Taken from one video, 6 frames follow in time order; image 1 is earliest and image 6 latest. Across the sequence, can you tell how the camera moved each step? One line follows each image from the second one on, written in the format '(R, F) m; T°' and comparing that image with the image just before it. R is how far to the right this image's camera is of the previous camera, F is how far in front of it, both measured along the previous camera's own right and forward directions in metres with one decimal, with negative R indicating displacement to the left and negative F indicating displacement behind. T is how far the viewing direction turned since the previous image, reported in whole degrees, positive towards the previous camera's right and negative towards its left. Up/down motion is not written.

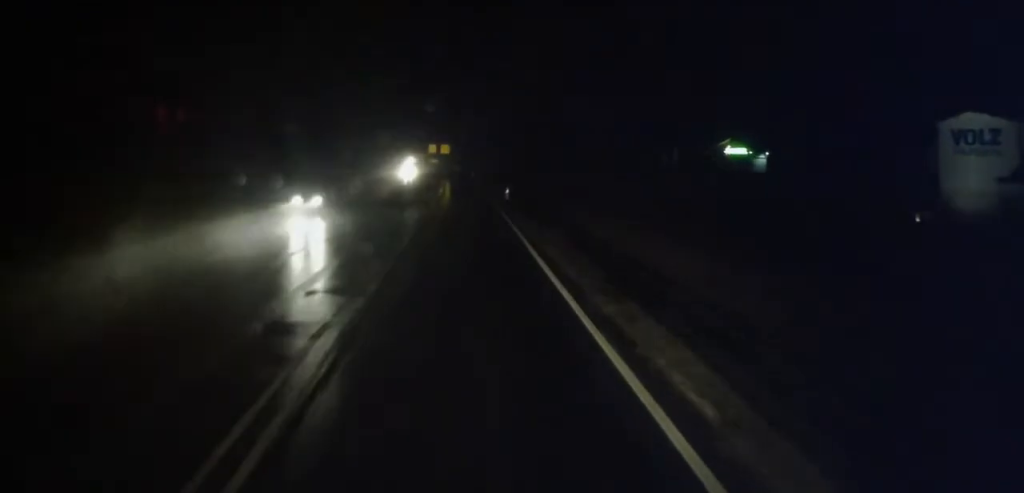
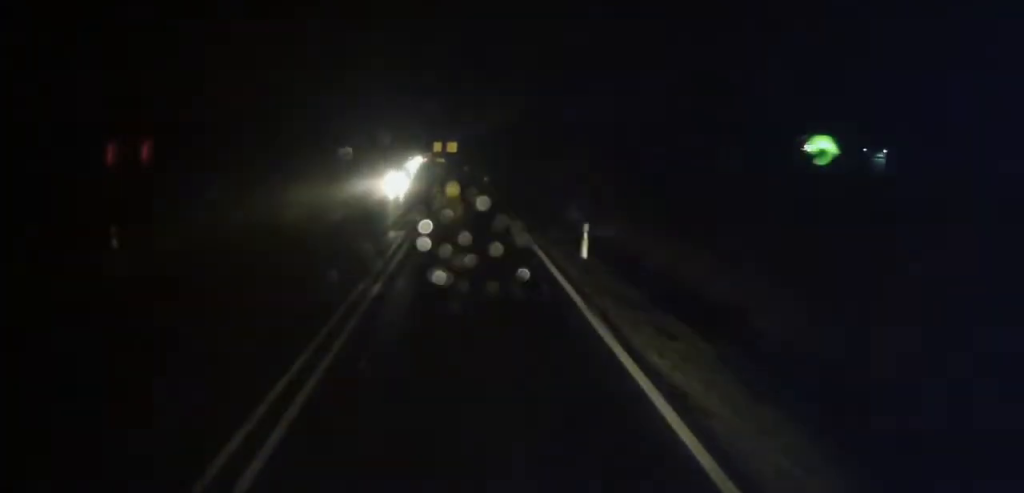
(-0.7, +26.5) m; -3°
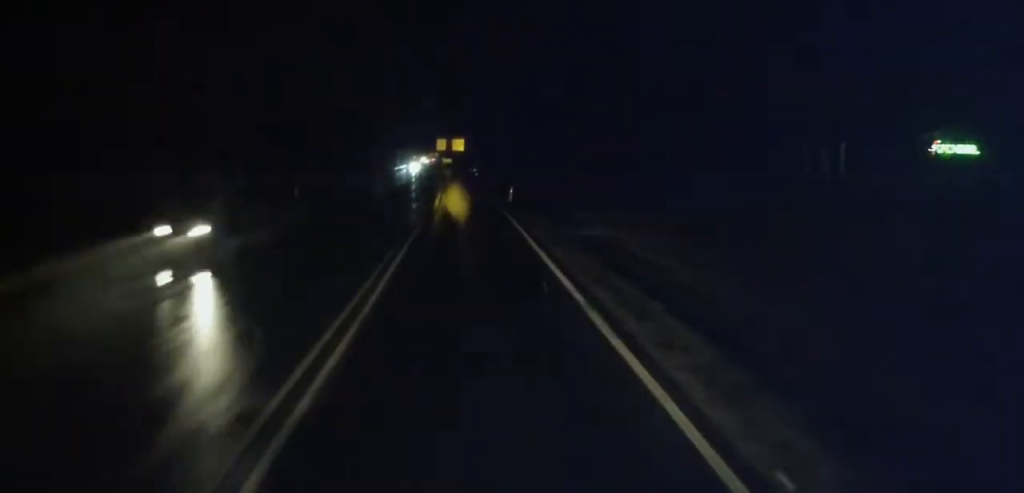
(+0.5, +28.0) m; +1°
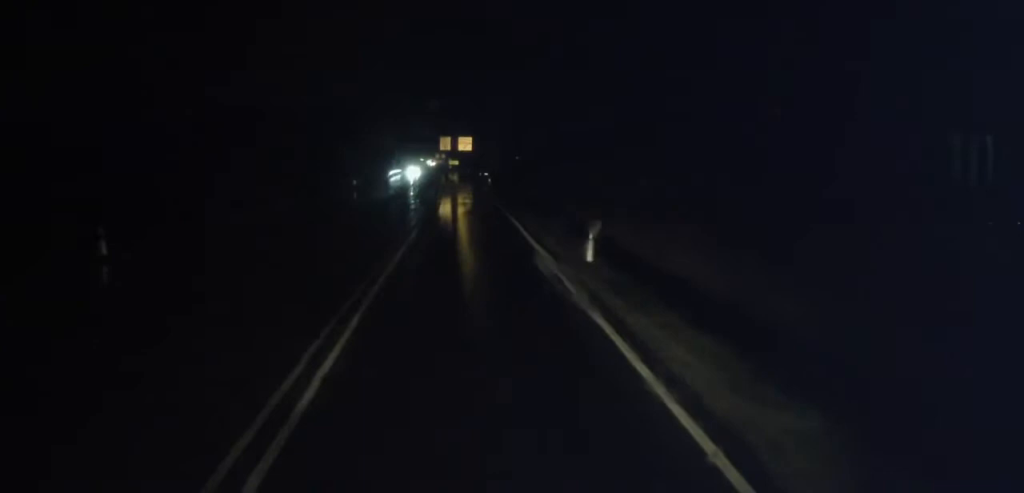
(-0.4, +24.1) m; -1°
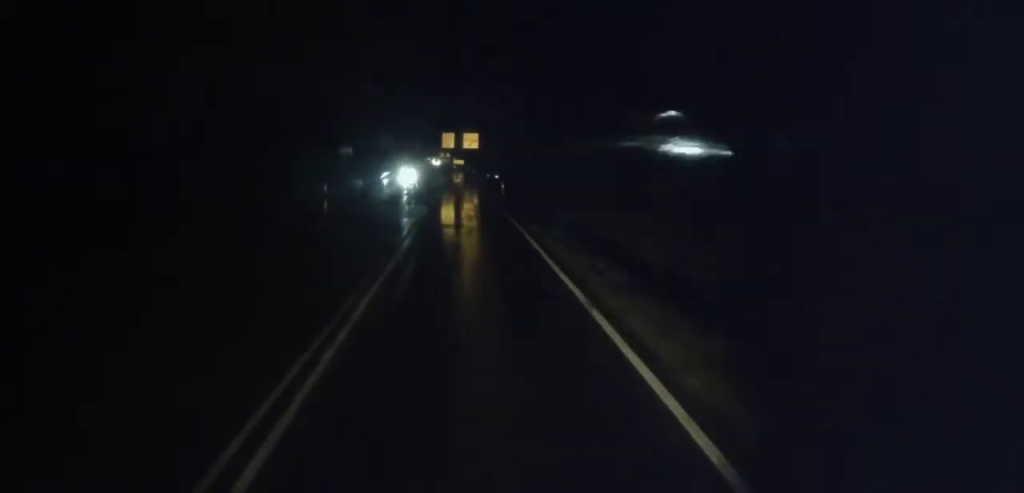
(-0.1, +16.2) m; -1°
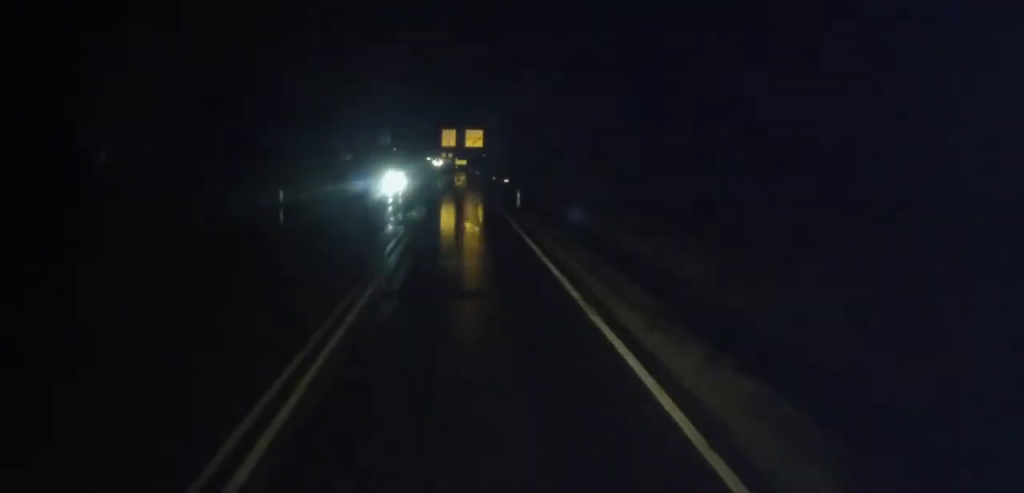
(-0.2, +13.1) m; 0°
